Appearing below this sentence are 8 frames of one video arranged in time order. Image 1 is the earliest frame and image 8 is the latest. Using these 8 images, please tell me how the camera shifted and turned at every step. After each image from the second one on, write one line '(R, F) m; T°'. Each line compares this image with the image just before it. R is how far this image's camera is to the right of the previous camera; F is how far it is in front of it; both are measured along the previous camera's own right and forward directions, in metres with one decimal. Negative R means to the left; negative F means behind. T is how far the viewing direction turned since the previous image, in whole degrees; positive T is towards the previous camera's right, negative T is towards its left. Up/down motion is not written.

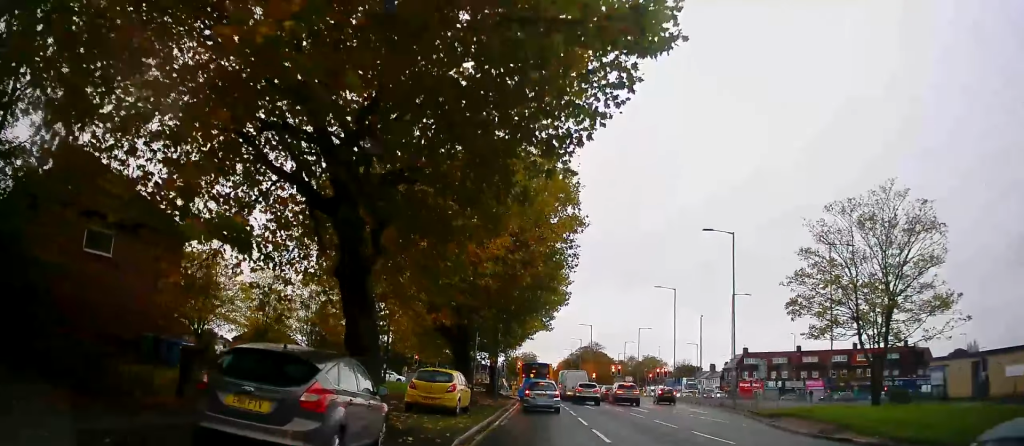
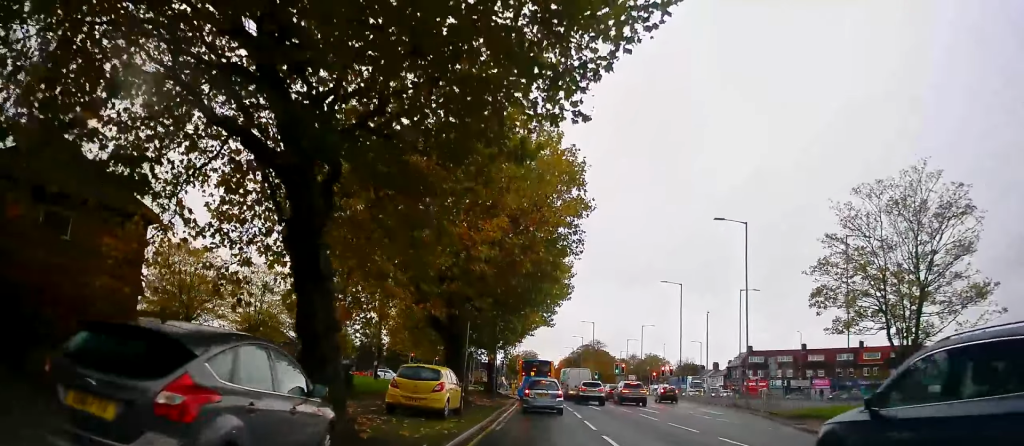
(-0.3, +2.4) m; -3°
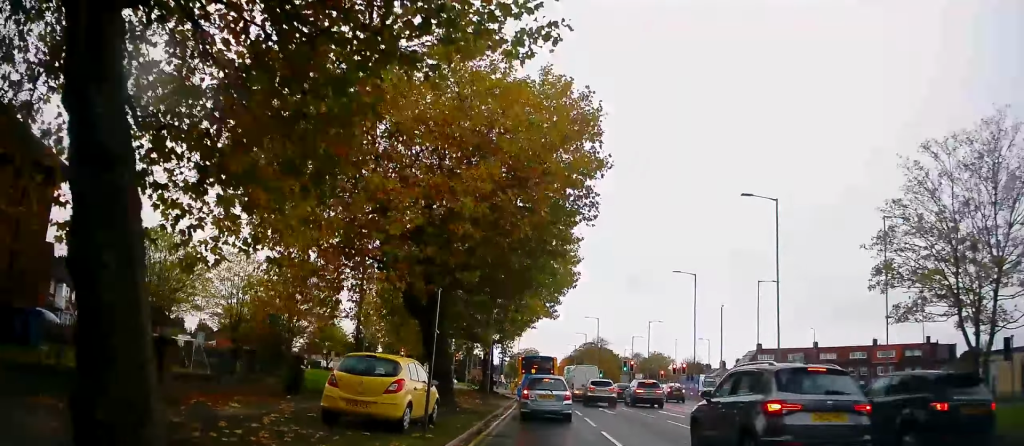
(-0.2, +5.2) m; +3°
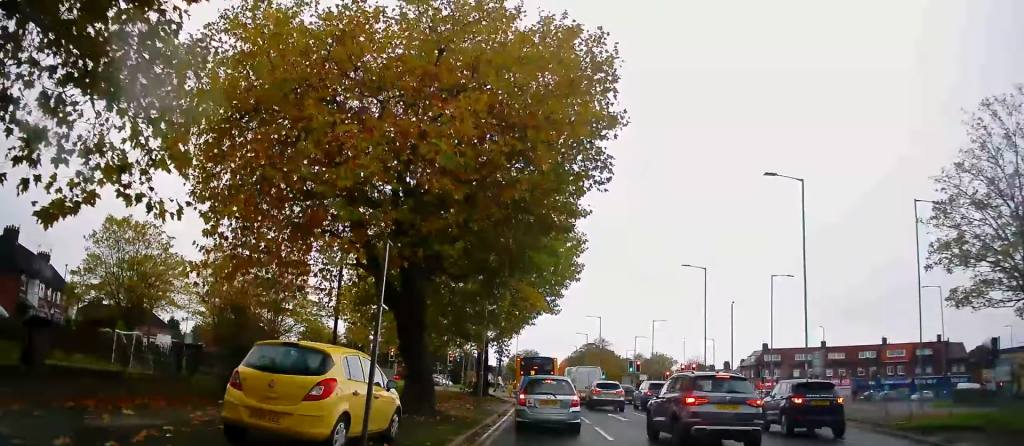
(+0.3, +3.9) m; +1°
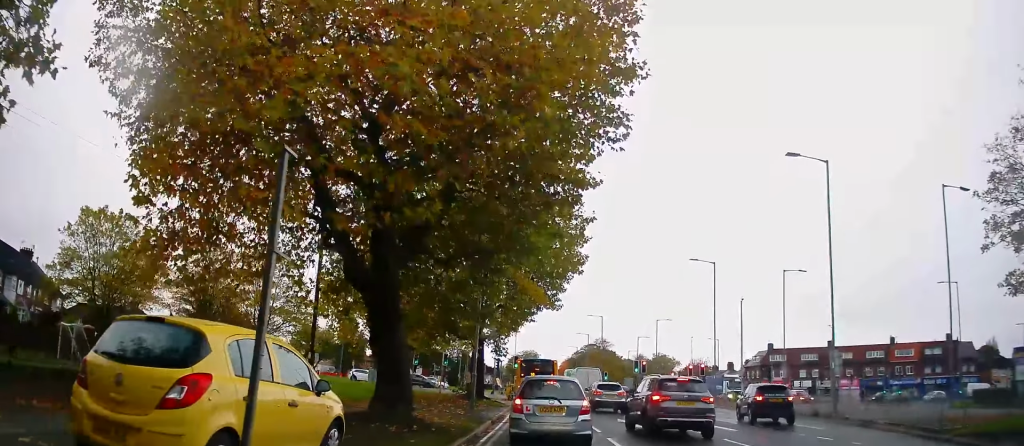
(-0.3, +3.1) m; +3°
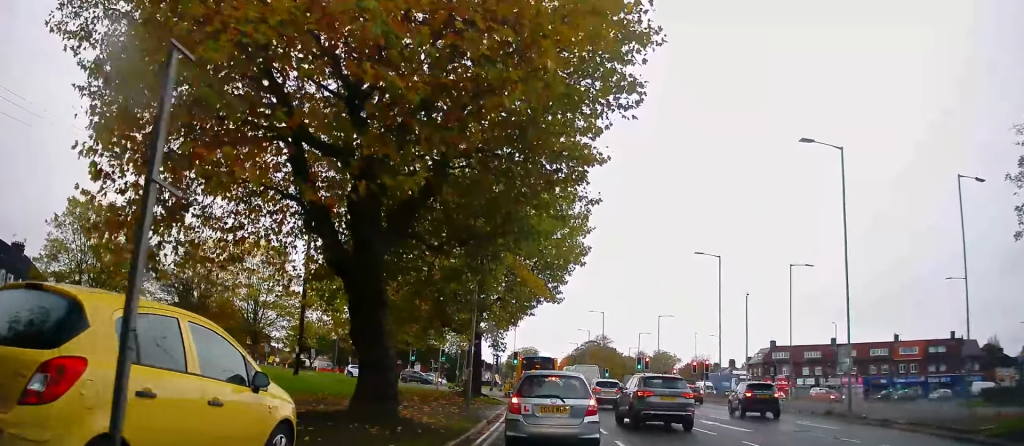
(+0.2, +1.4) m; +3°
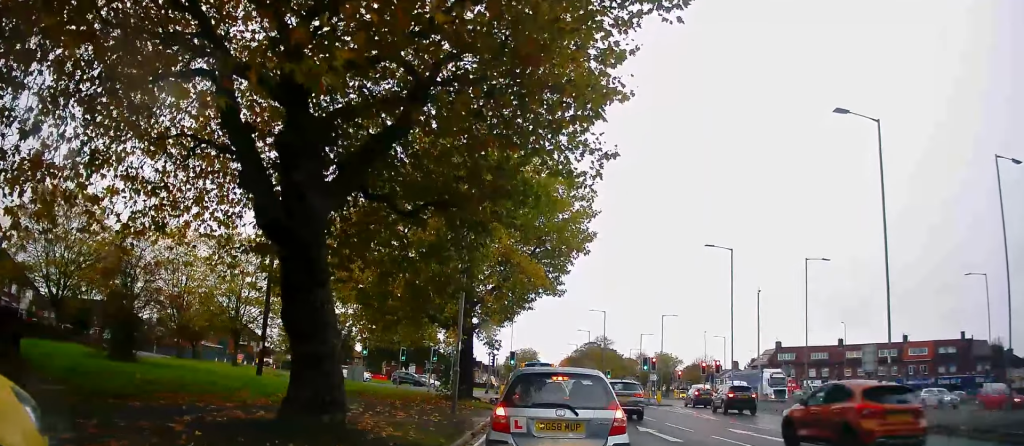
(0.0, +3.1) m; +3°
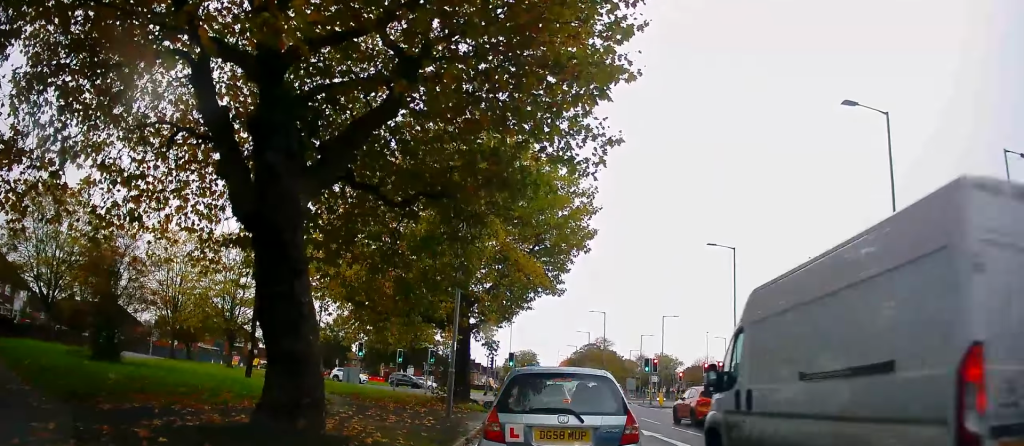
(-0.1, +0.8) m; 0°
